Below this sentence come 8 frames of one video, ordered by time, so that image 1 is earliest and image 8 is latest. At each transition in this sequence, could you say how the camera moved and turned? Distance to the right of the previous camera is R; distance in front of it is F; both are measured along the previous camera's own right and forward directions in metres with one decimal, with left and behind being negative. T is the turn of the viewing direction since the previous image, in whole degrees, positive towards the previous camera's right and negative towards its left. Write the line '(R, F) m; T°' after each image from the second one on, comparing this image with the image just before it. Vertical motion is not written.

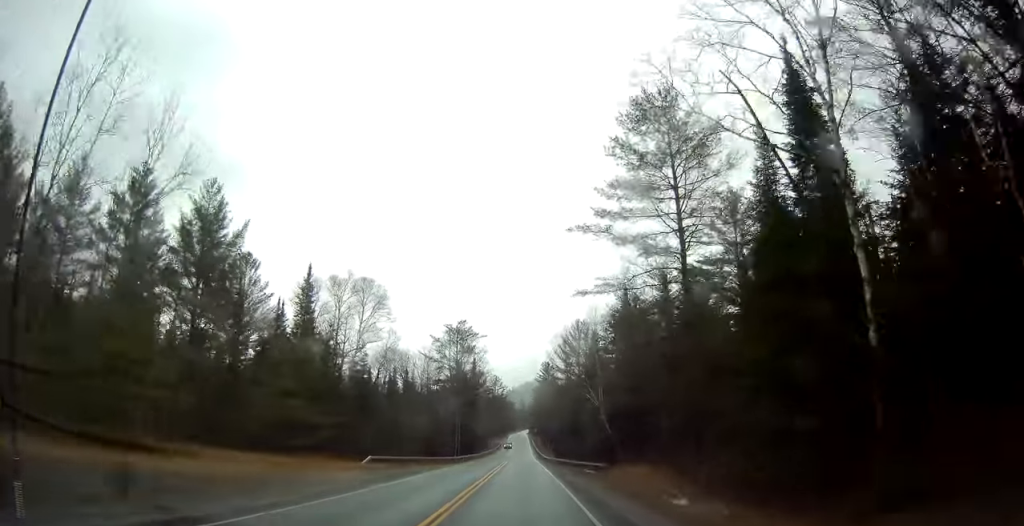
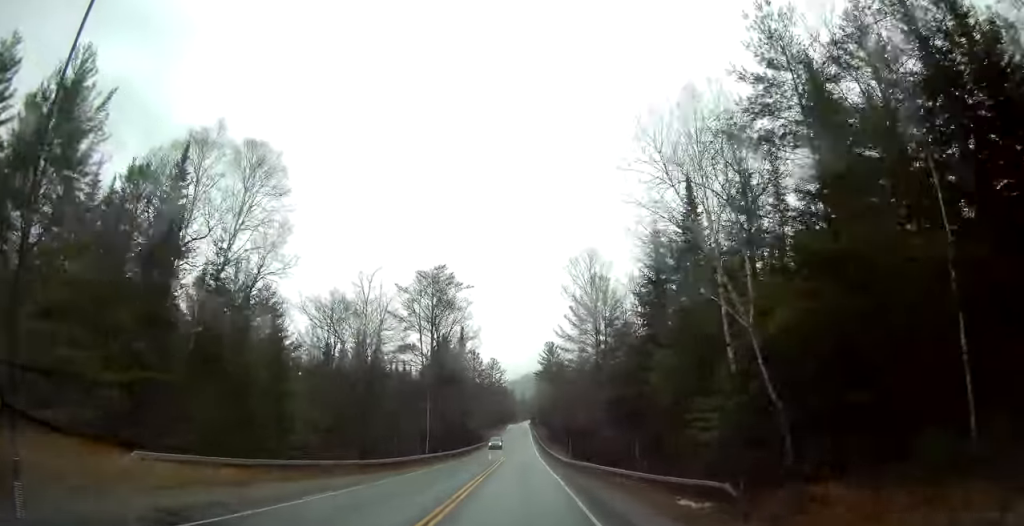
(-0.3, +26.8) m; -1°
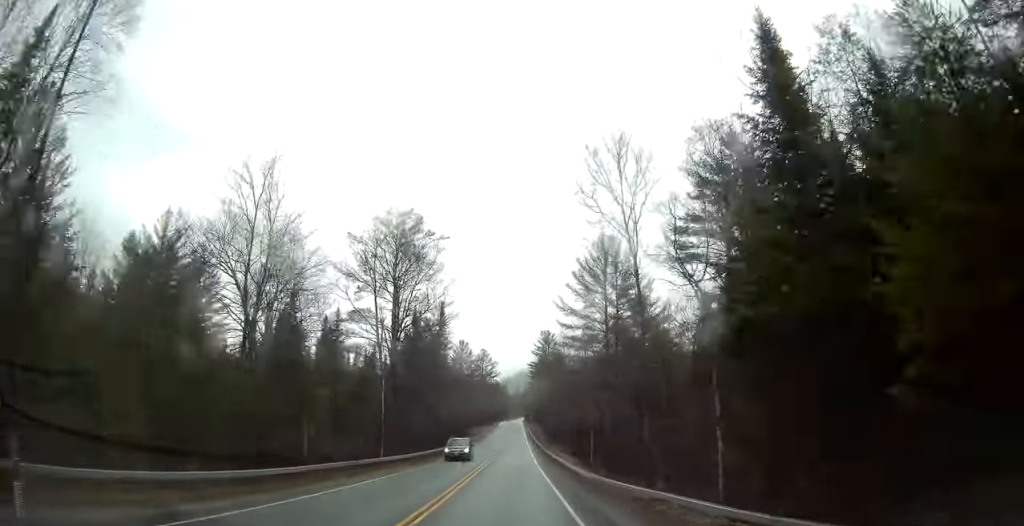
(0.0, +17.1) m; -1°
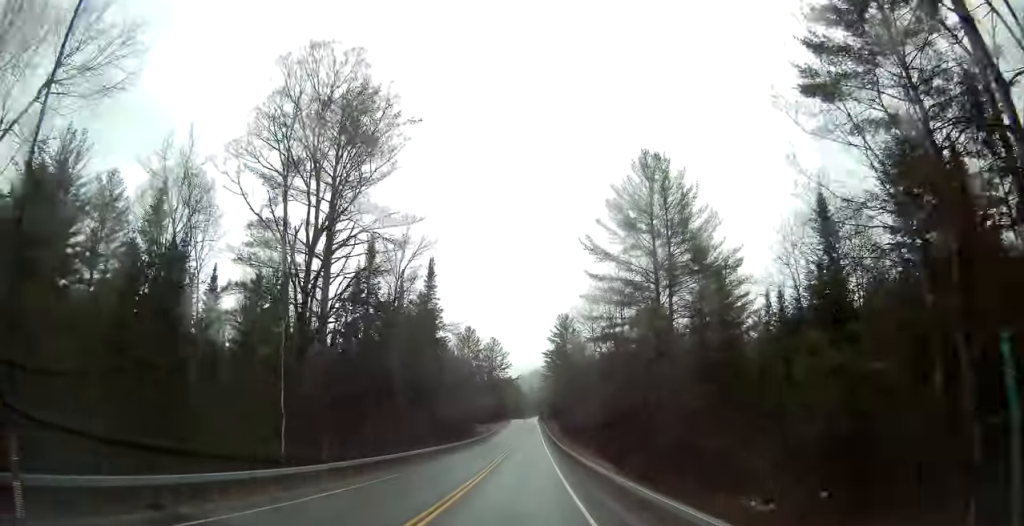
(-0.2, +21.1) m; -1°
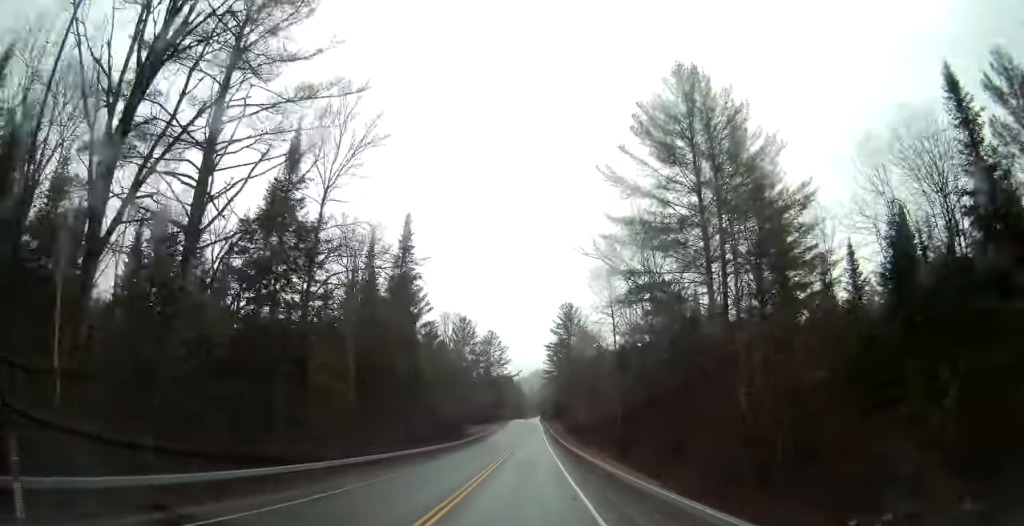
(-0.1, +13.7) m; 0°
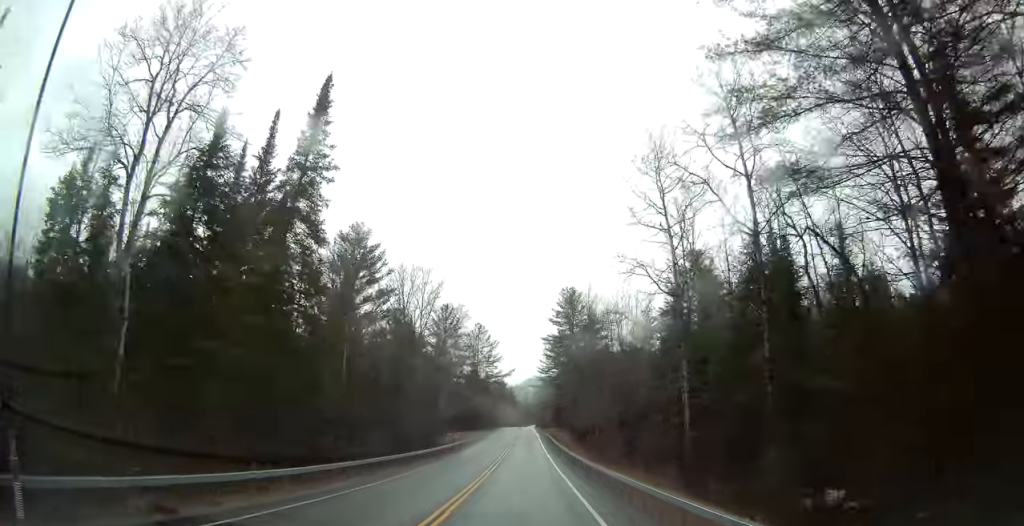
(+0.3, +22.3) m; +1°
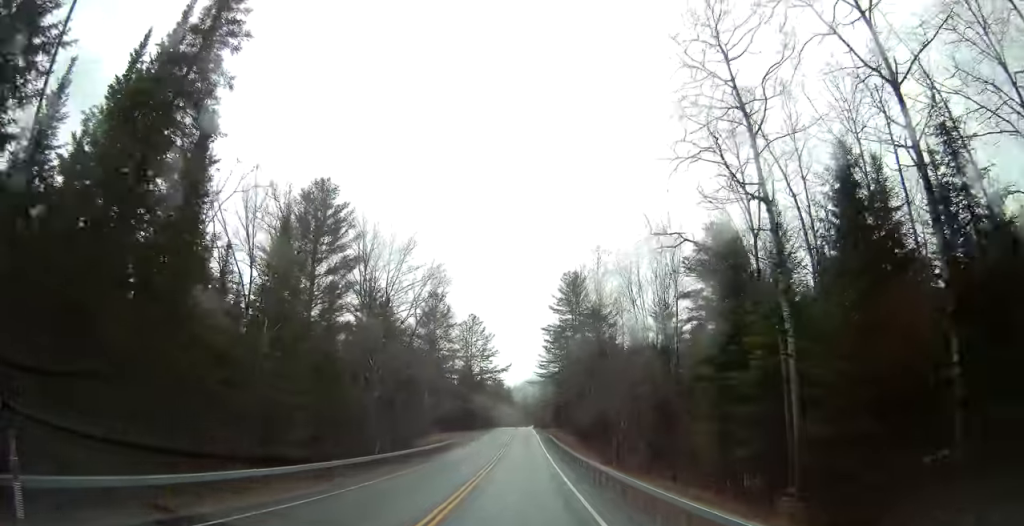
(0.0, +11.5) m; 0°
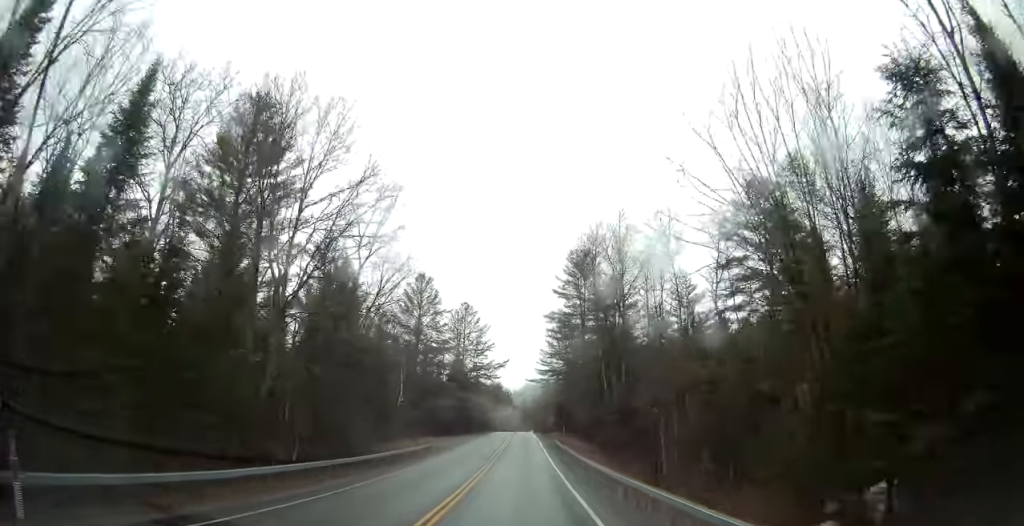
(0.0, +15.2) m; 0°
